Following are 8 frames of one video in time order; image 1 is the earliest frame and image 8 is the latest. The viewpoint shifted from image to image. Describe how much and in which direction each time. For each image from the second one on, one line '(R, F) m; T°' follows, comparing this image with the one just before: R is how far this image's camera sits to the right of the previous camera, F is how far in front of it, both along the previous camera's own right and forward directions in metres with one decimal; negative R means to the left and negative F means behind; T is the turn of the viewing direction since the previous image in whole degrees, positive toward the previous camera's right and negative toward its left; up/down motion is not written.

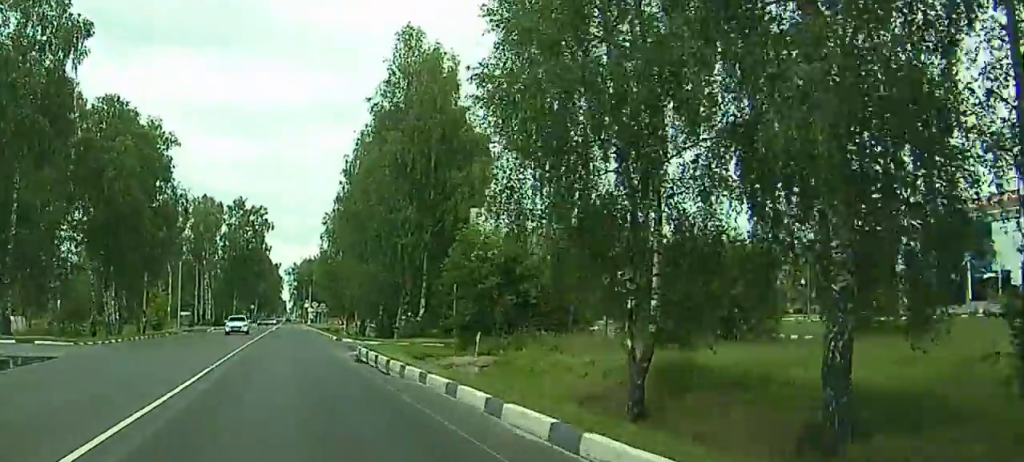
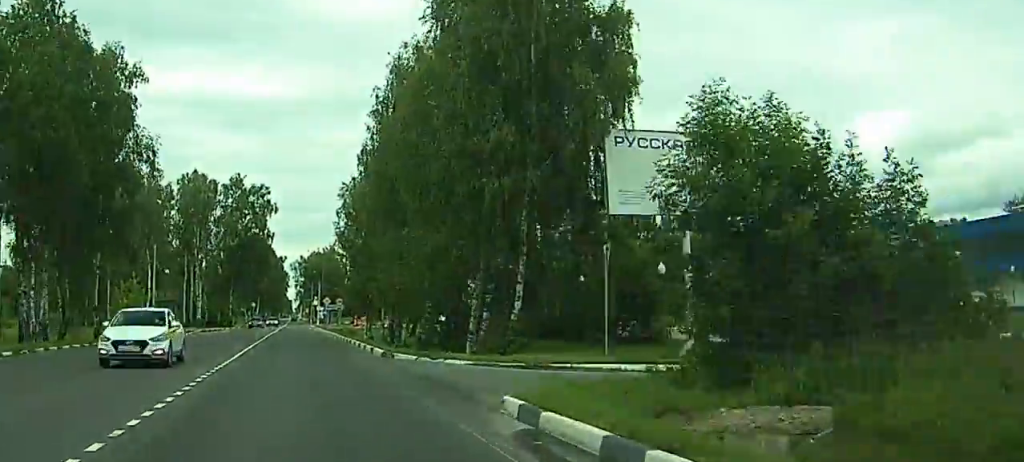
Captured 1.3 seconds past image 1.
(-0.2, +23.0) m; -1°
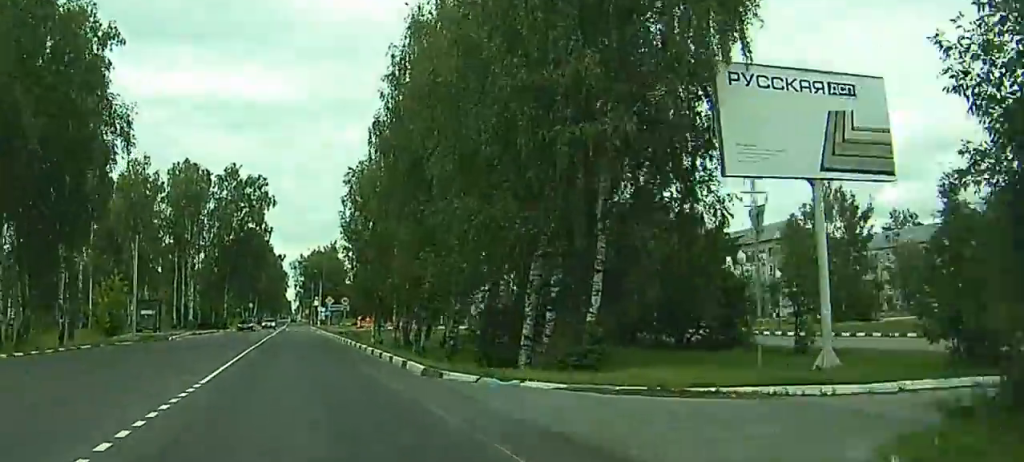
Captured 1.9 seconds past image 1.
(0.0, +9.0) m; 0°
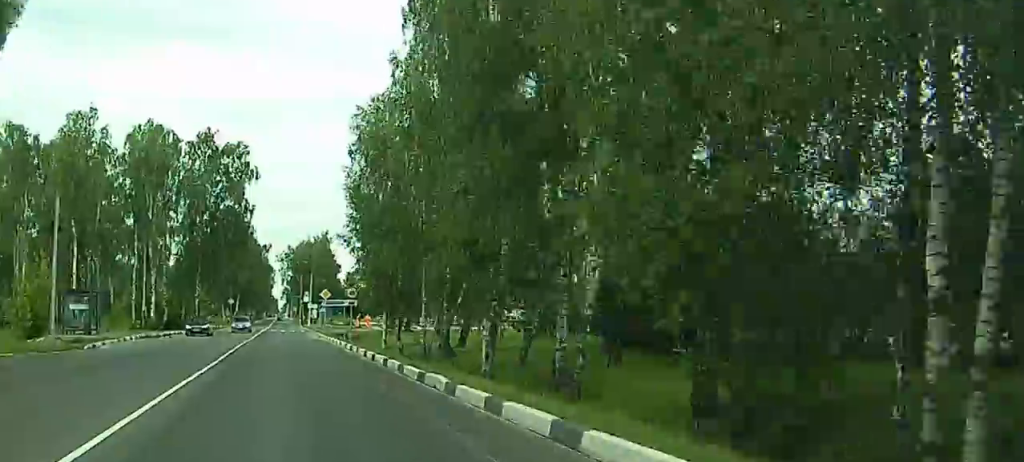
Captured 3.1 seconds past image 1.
(+0.1, +20.5) m; 0°
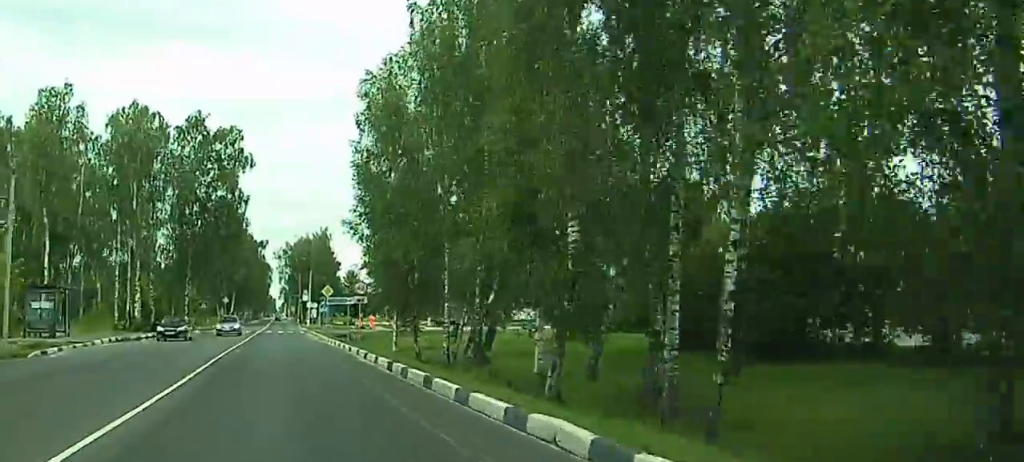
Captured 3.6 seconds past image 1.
(0.0, +7.6) m; 0°
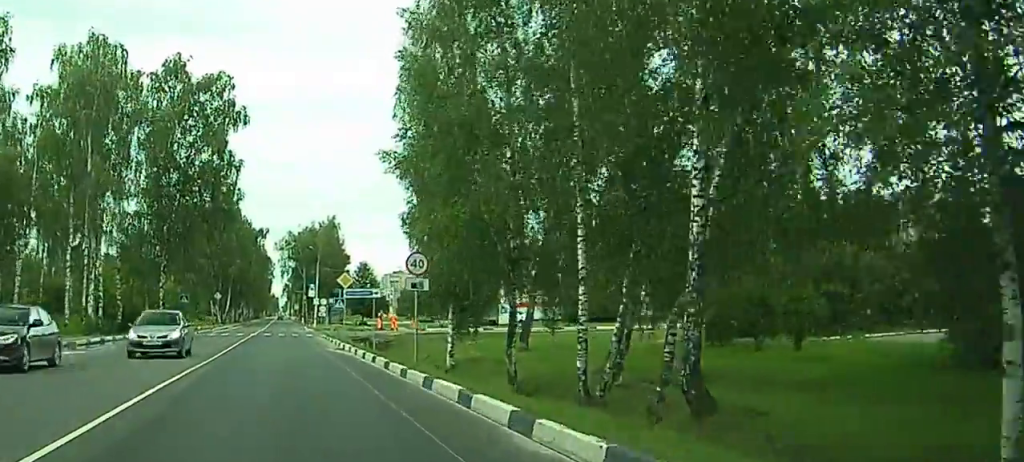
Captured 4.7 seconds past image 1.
(0.0, +18.7) m; 0°
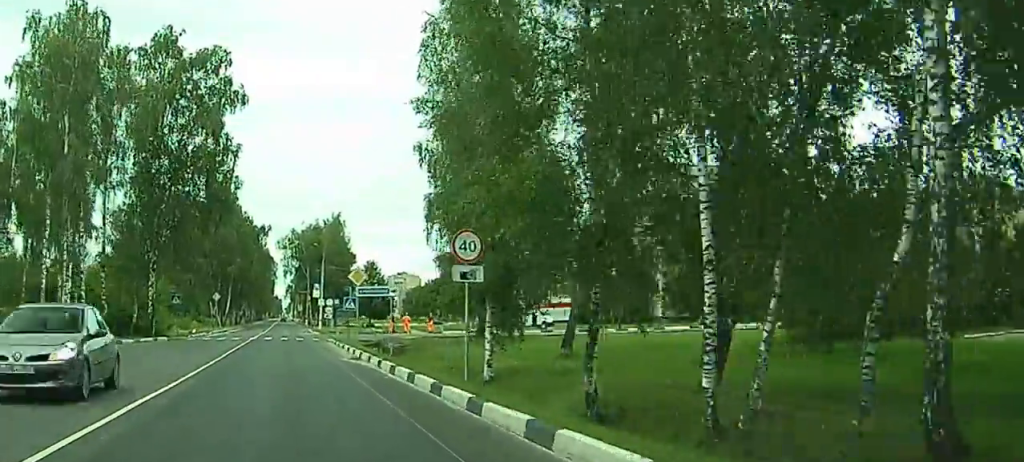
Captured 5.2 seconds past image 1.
(0.0, +6.8) m; 0°
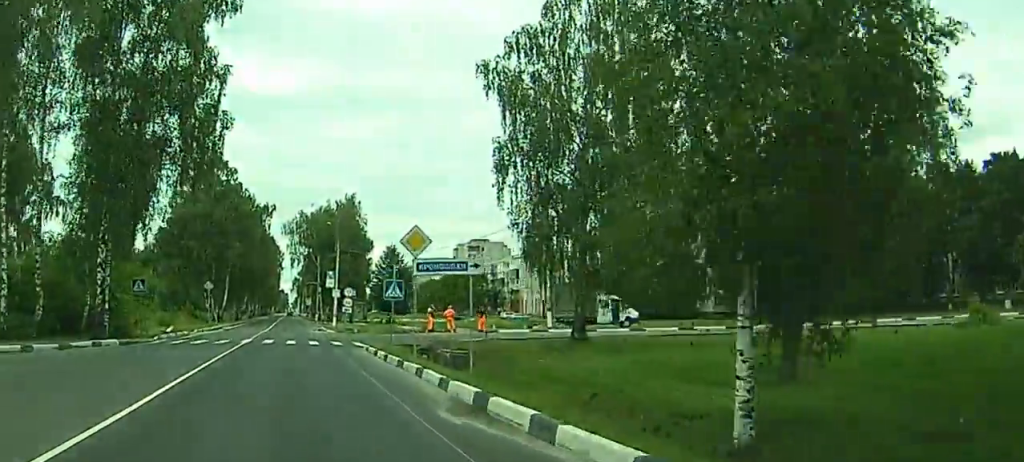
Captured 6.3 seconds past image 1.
(0.0, +18.1) m; -1°
